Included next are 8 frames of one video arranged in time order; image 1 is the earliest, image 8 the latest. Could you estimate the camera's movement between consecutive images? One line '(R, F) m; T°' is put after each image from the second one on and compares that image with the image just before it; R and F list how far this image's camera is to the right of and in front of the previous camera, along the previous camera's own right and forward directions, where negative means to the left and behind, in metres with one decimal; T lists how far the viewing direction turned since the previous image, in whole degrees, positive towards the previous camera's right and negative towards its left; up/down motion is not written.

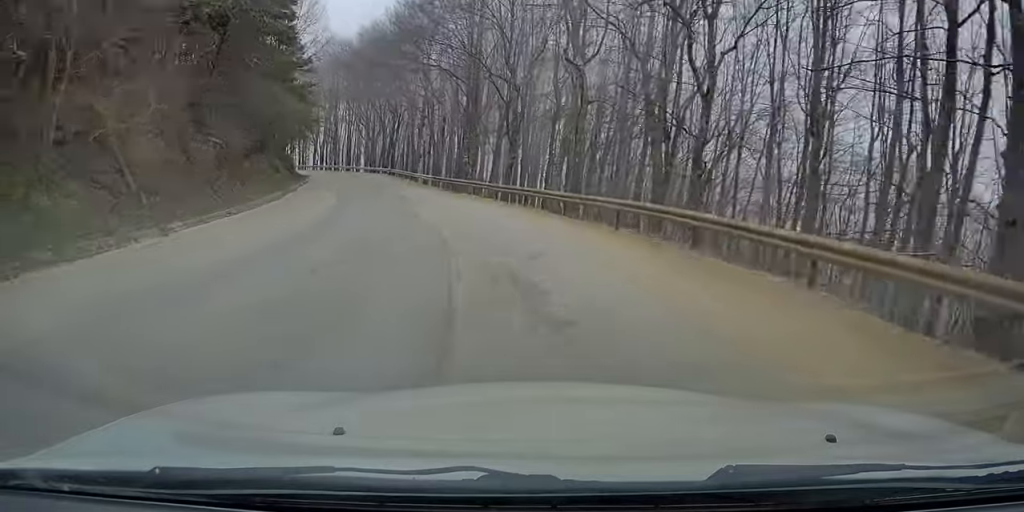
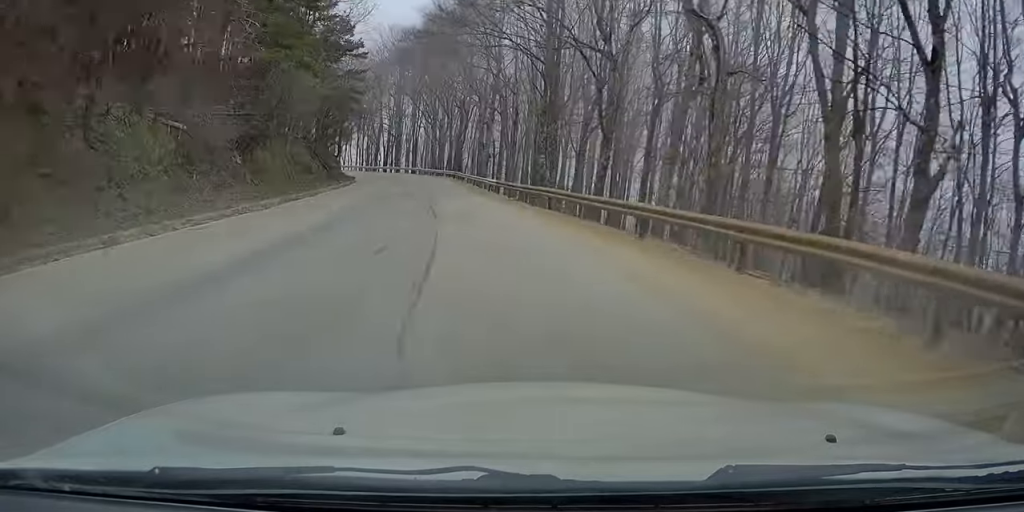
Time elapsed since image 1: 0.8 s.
(-0.9, +10.3) m; -7°
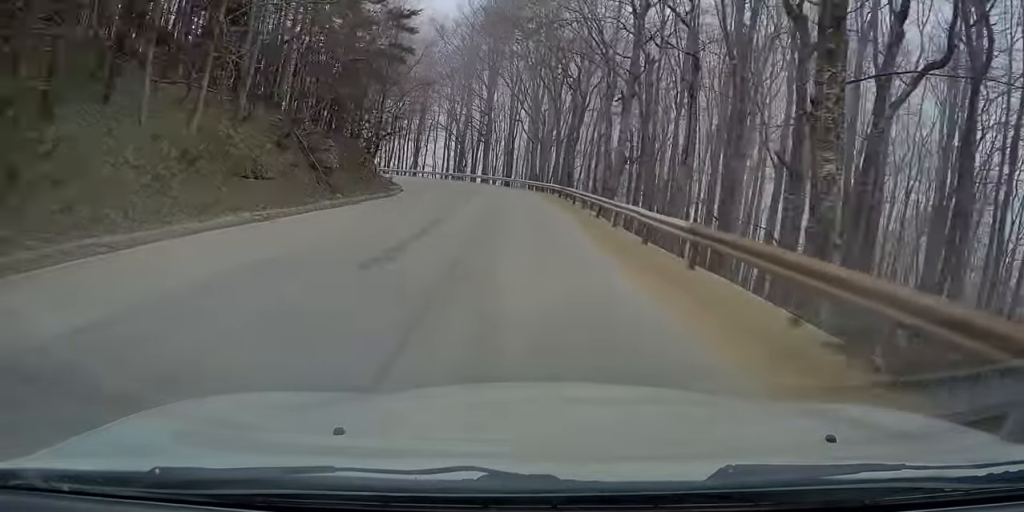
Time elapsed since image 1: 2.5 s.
(-1.8, +21.9) m; -6°
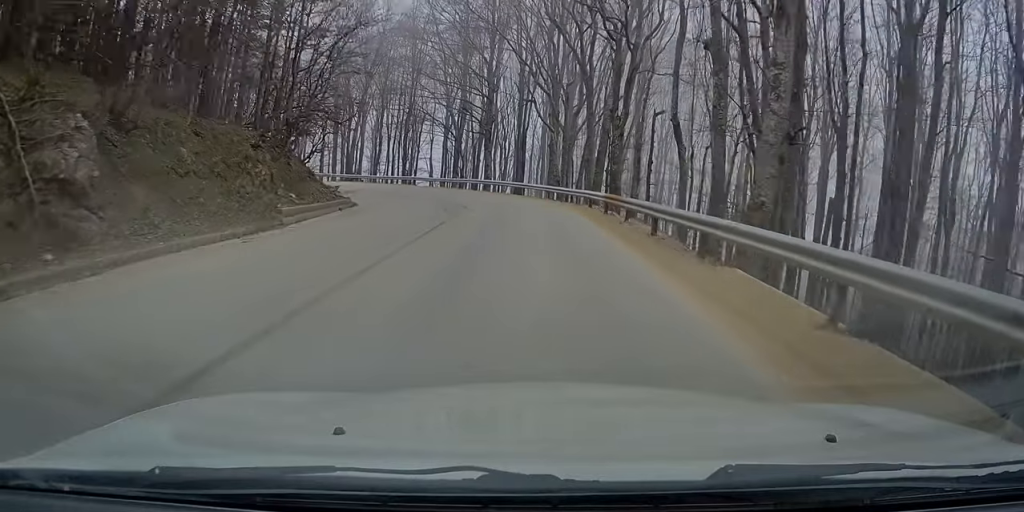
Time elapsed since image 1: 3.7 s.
(0.0, +15.6) m; 0°
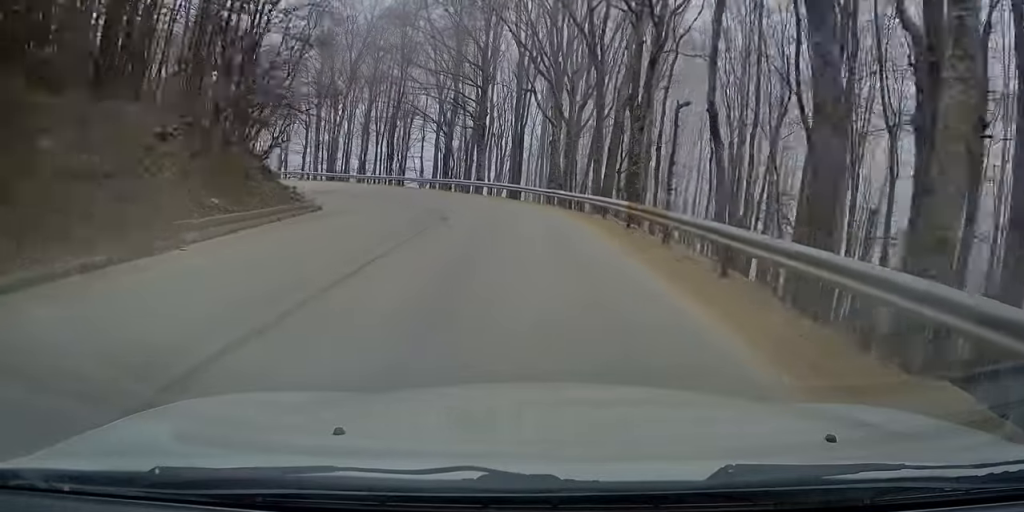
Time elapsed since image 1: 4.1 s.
(0.0, +5.1) m; 0°
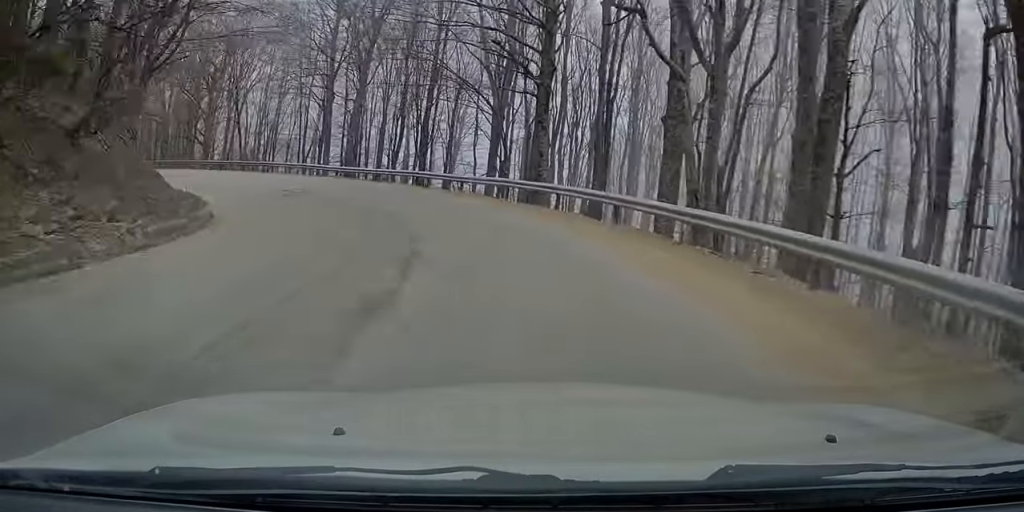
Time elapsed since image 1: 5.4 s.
(-0.5, +15.5) m; -7°
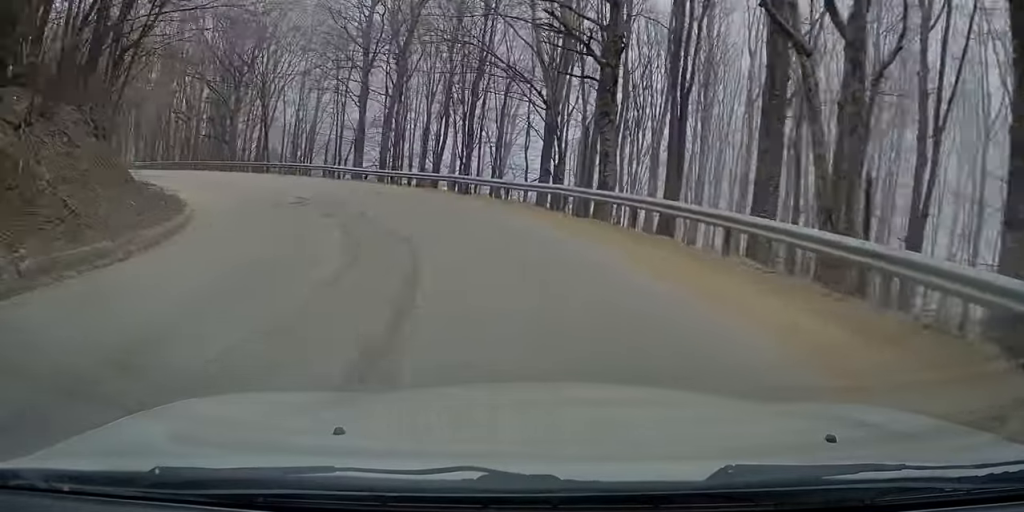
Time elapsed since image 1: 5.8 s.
(0.0, +4.6) m; -4°
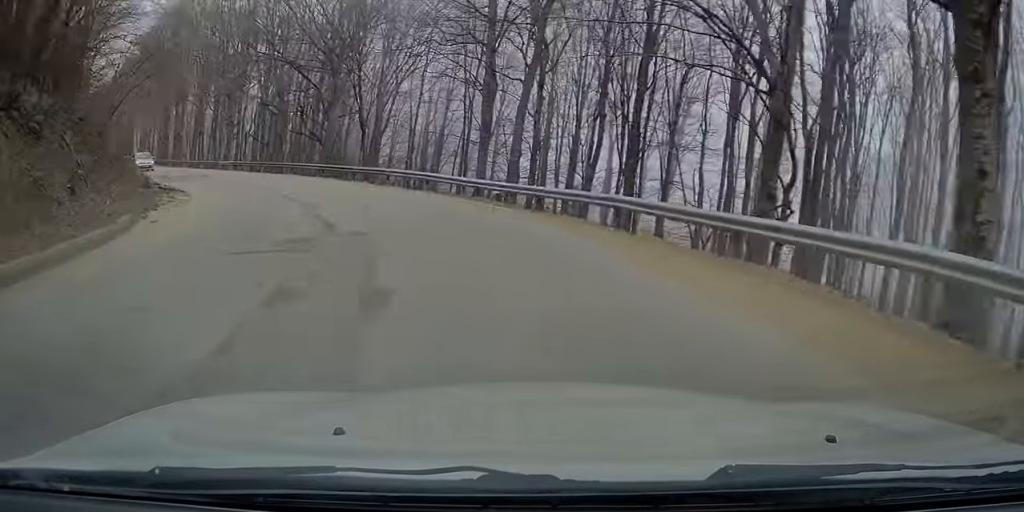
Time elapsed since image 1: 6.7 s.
(-1.0, +10.8) m; -12°
